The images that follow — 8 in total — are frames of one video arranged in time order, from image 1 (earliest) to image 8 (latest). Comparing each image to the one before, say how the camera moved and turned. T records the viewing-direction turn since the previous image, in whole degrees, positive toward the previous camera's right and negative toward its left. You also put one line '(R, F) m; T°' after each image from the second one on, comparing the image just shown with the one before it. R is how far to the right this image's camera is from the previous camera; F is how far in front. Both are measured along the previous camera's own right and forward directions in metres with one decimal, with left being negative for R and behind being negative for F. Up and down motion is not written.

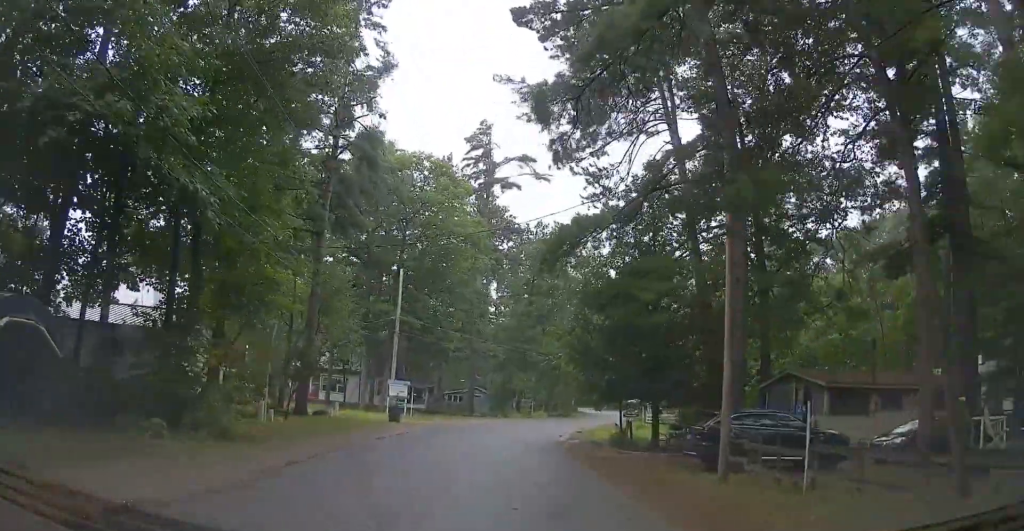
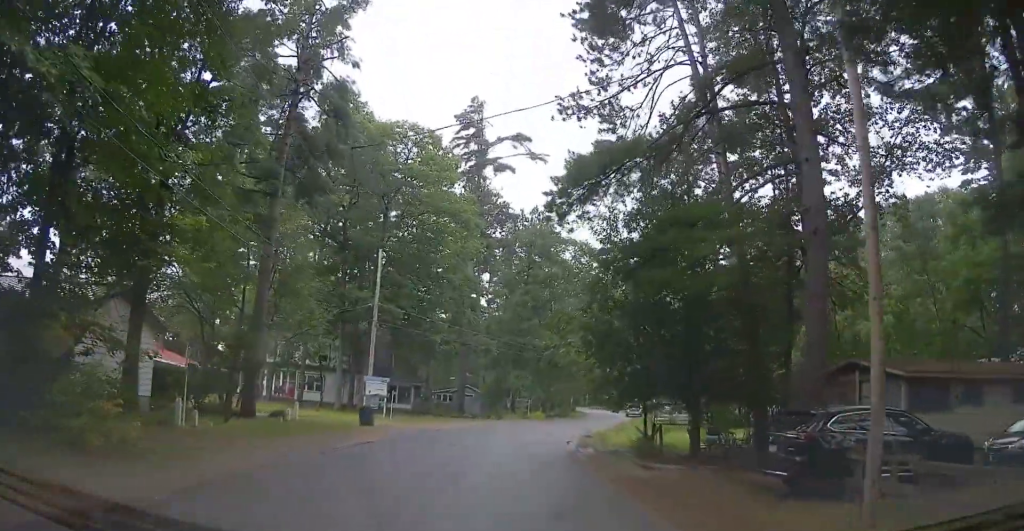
(-0.7, +5.8) m; +8°
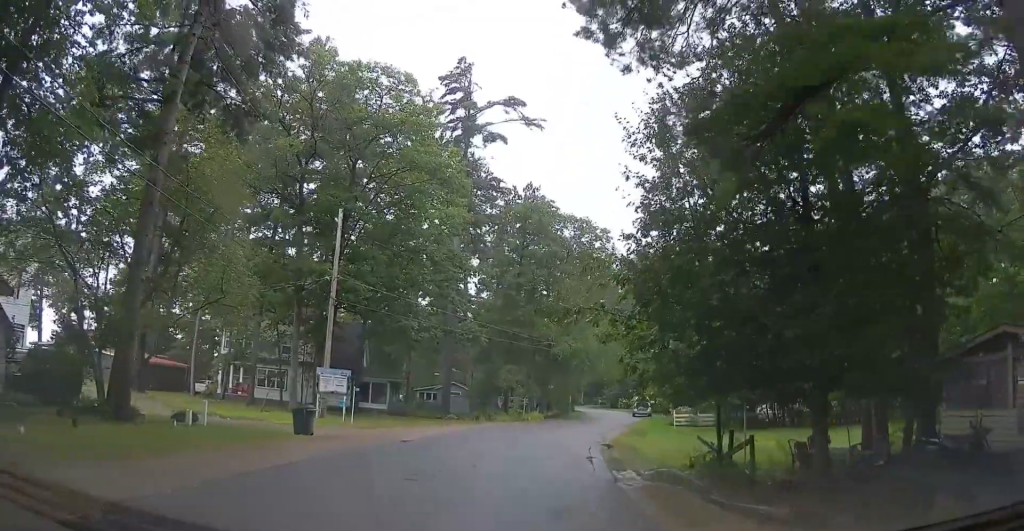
(+1.8, +8.3) m; +11°
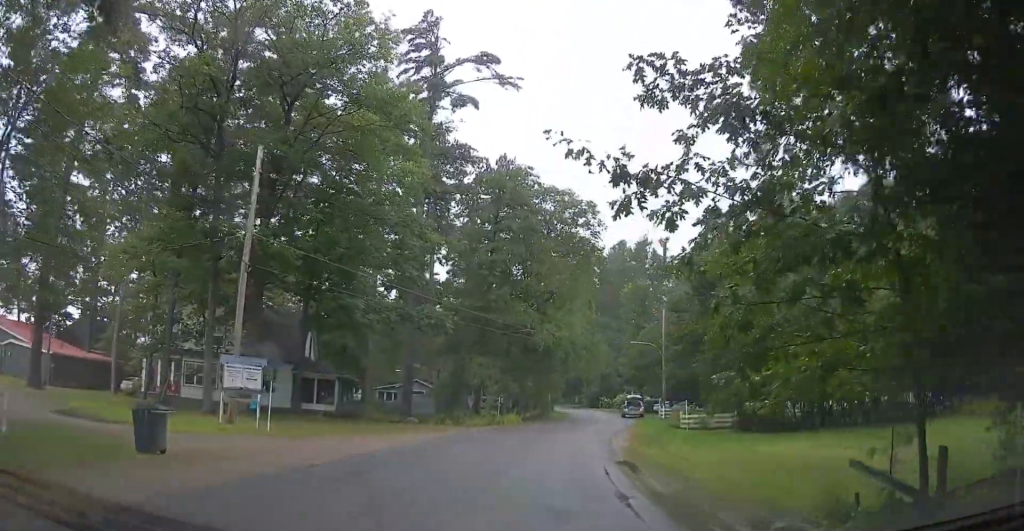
(-0.4, +8.7) m; -4°
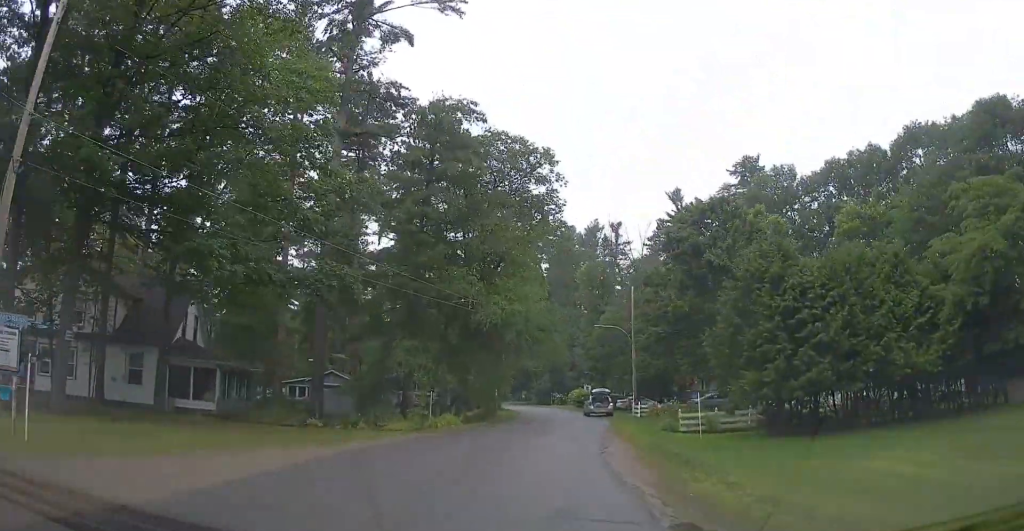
(-0.2, +11.2) m; -1°
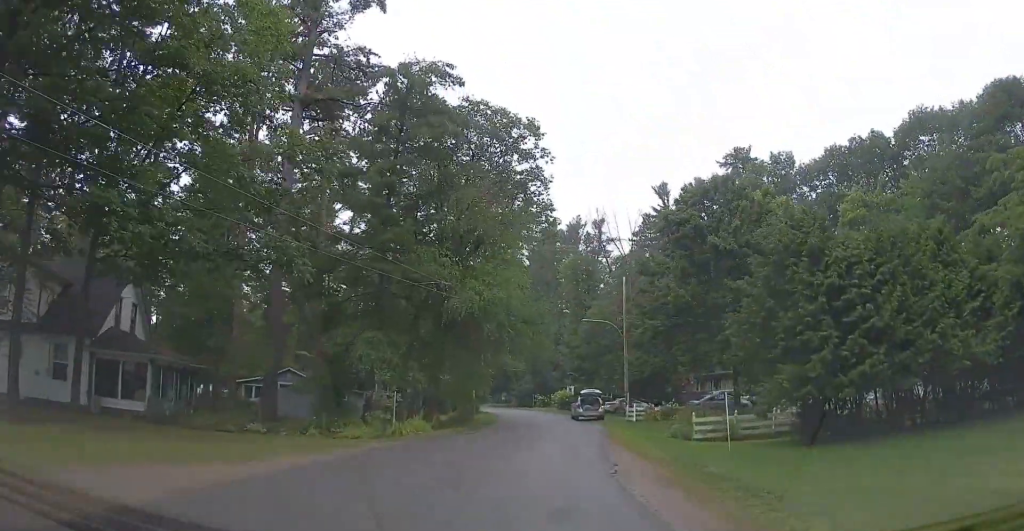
(+0.2, +5.2) m; -3°
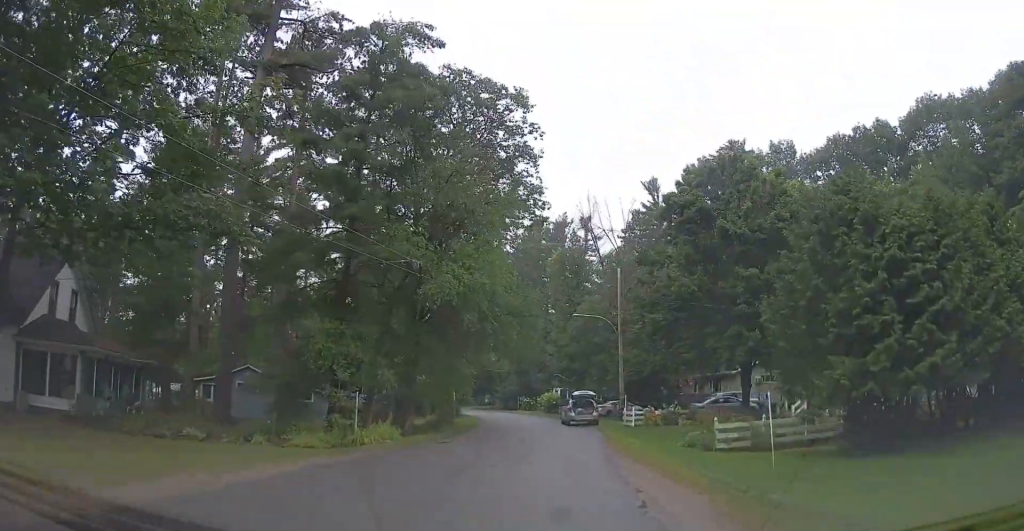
(-0.3, +4.5) m; -1°
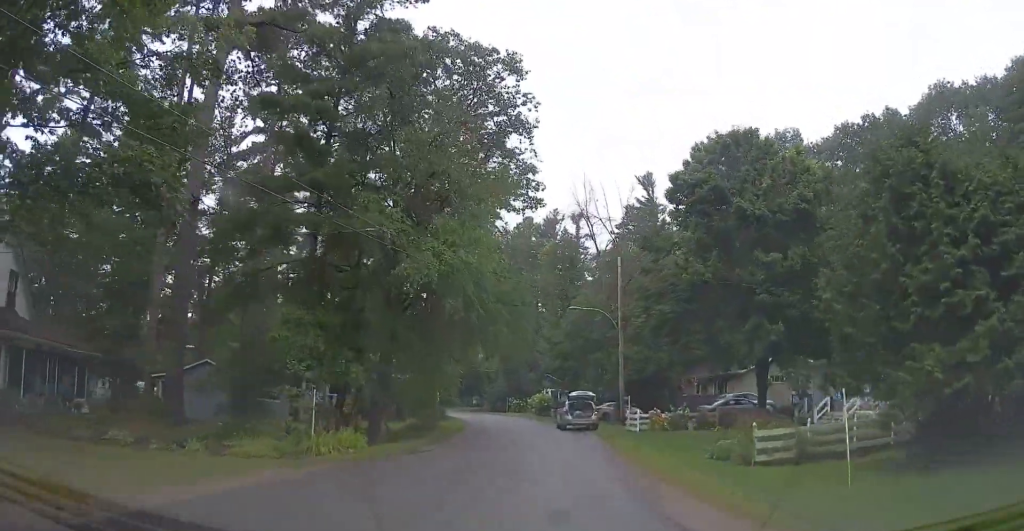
(-0.5, +4.3) m; -1°
